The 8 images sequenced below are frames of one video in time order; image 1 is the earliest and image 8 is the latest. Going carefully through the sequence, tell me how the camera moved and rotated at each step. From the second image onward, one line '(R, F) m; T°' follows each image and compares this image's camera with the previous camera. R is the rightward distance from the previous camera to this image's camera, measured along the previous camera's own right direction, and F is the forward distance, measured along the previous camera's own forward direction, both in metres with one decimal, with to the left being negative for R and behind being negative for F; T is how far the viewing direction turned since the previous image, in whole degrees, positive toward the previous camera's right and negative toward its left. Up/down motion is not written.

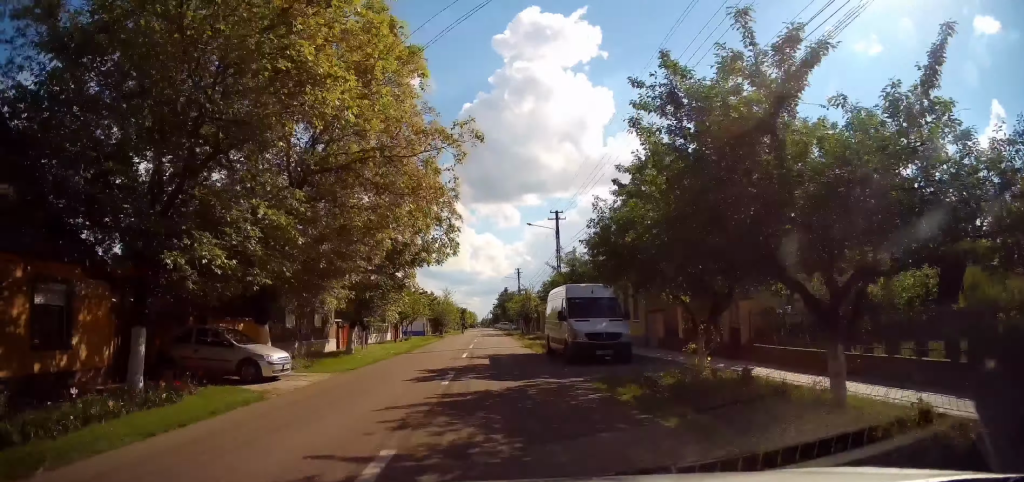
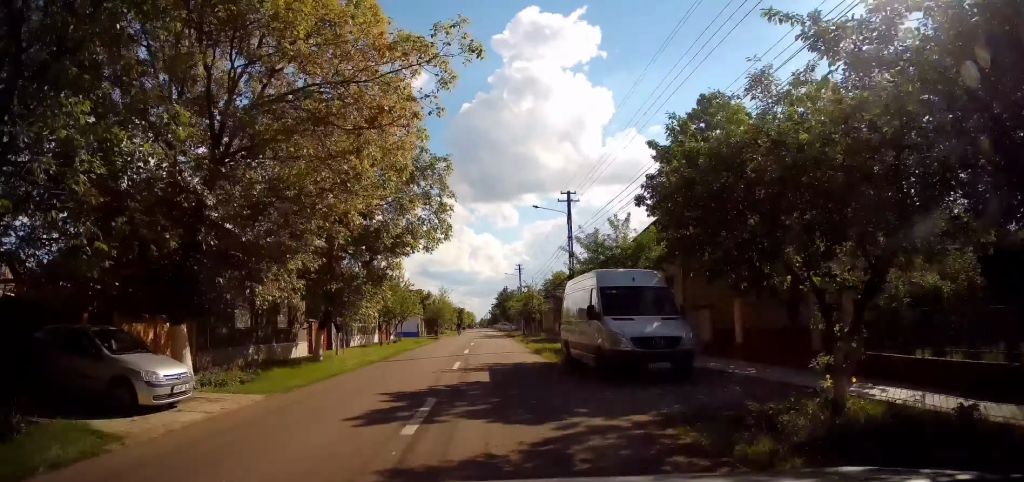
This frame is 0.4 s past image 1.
(+0.1, +5.1) m; 0°
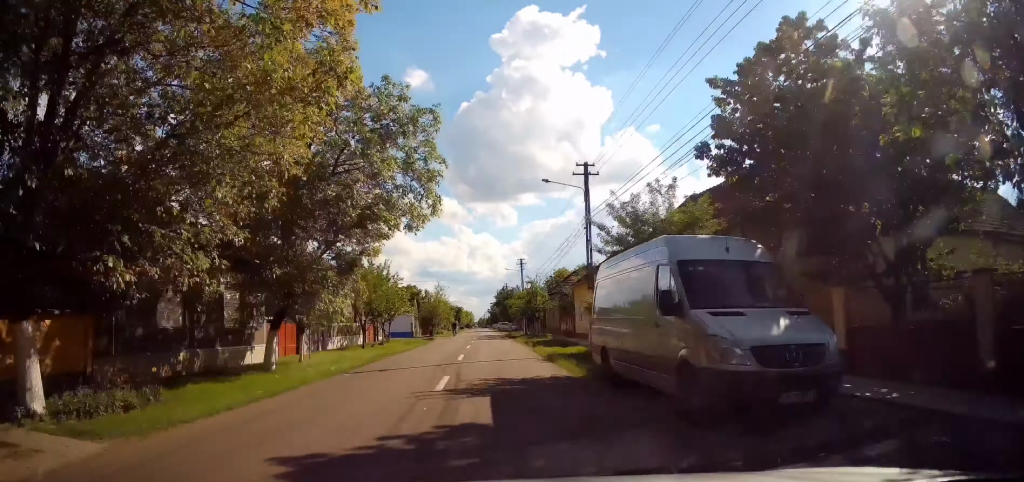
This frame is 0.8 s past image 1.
(0.0, +5.2) m; 0°
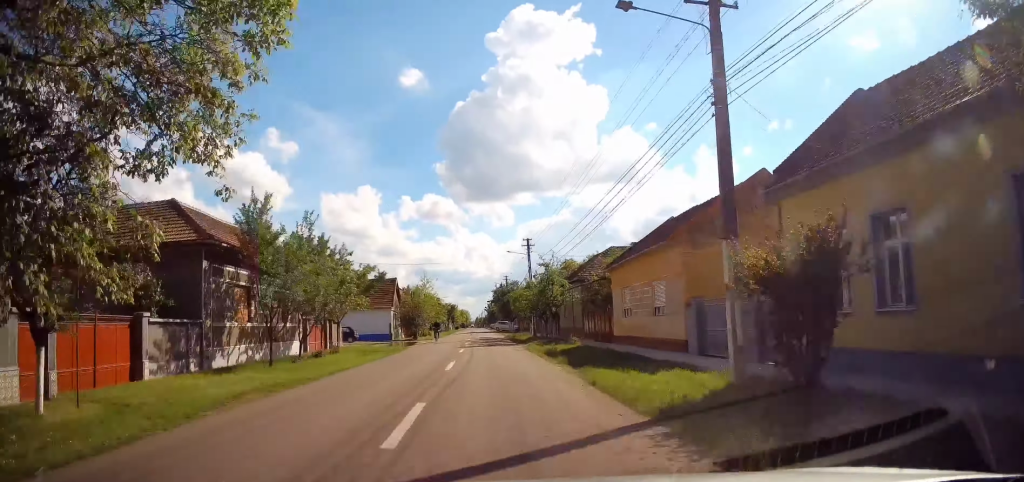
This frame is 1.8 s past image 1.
(-0.2, +13.5) m; -1°
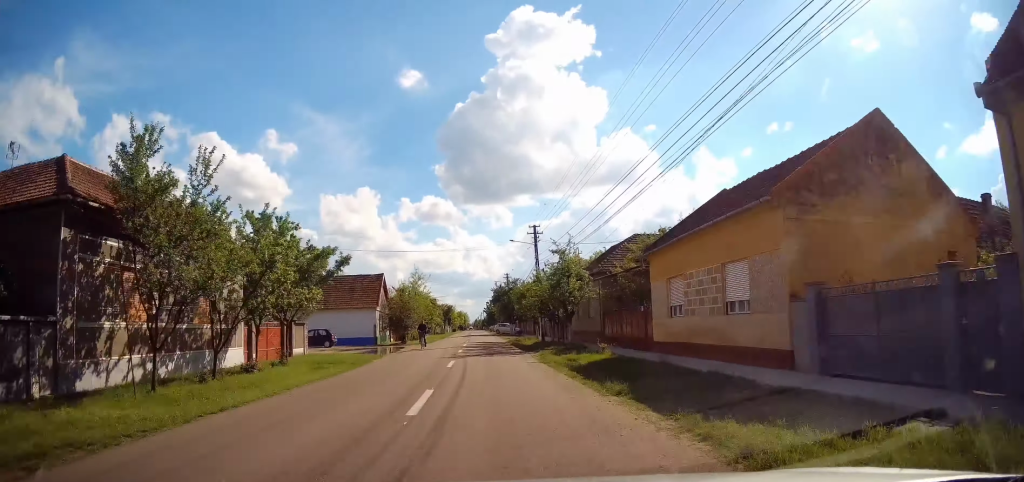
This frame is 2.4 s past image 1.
(0.0, +7.0) m; 0°
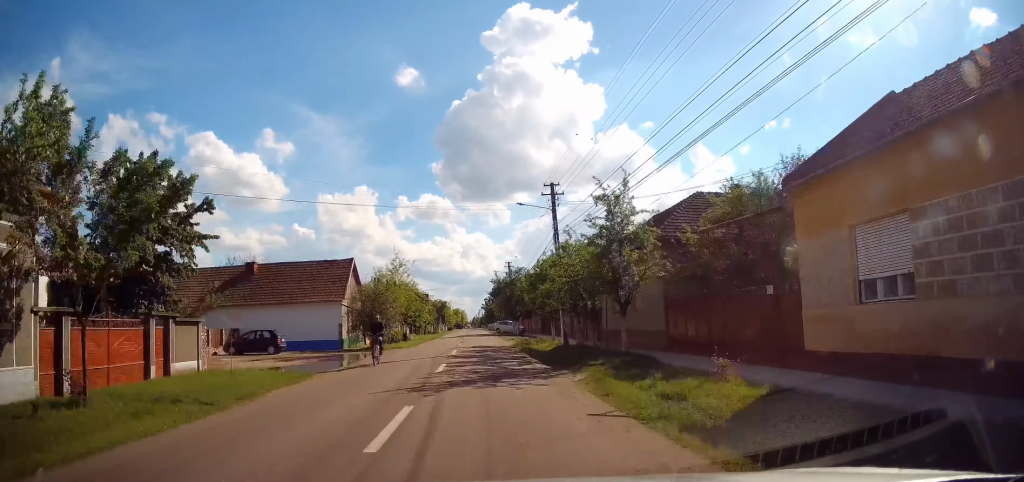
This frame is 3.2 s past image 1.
(0.0, +11.4) m; +1°
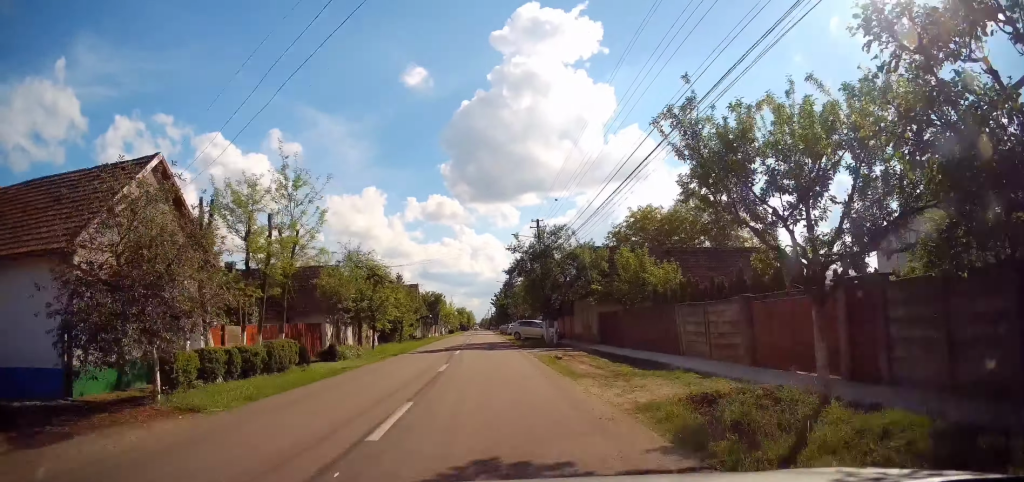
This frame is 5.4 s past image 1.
(0.0, +27.7) m; -1°
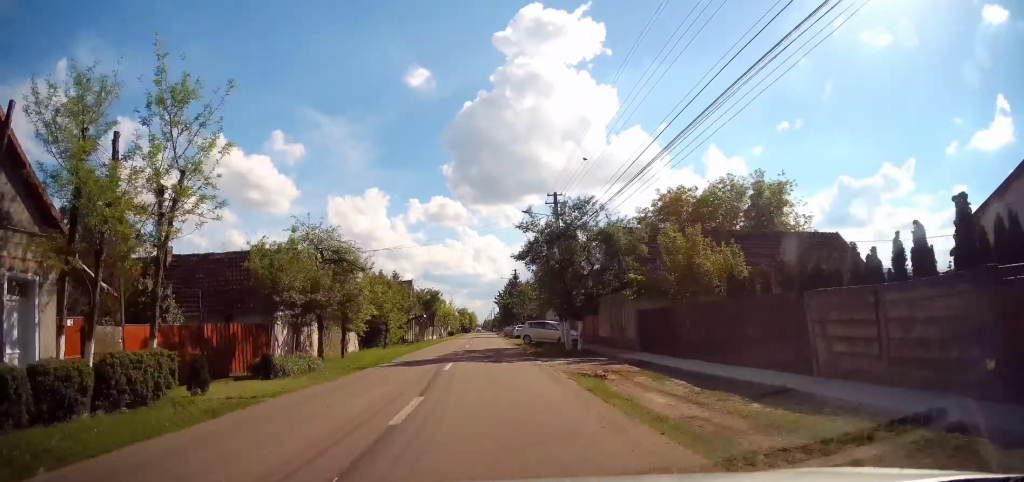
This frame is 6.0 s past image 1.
(0.0, +7.6) m; 0°
